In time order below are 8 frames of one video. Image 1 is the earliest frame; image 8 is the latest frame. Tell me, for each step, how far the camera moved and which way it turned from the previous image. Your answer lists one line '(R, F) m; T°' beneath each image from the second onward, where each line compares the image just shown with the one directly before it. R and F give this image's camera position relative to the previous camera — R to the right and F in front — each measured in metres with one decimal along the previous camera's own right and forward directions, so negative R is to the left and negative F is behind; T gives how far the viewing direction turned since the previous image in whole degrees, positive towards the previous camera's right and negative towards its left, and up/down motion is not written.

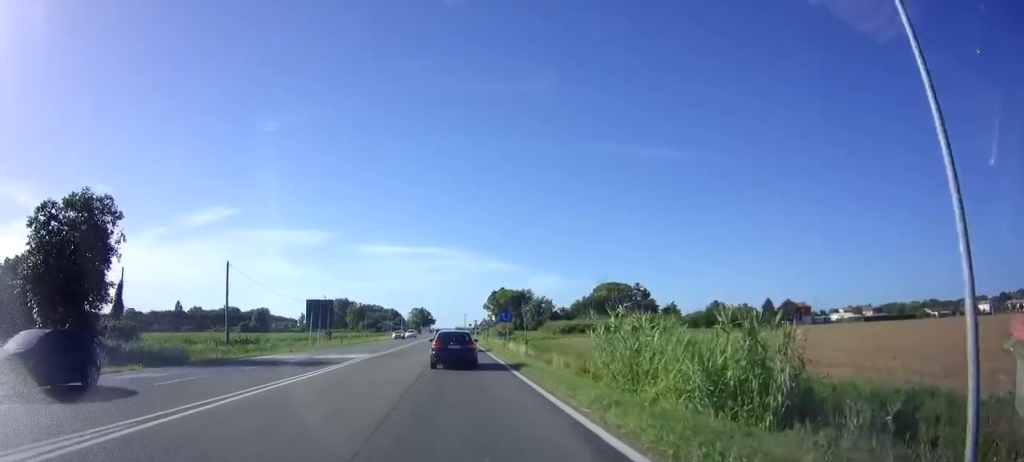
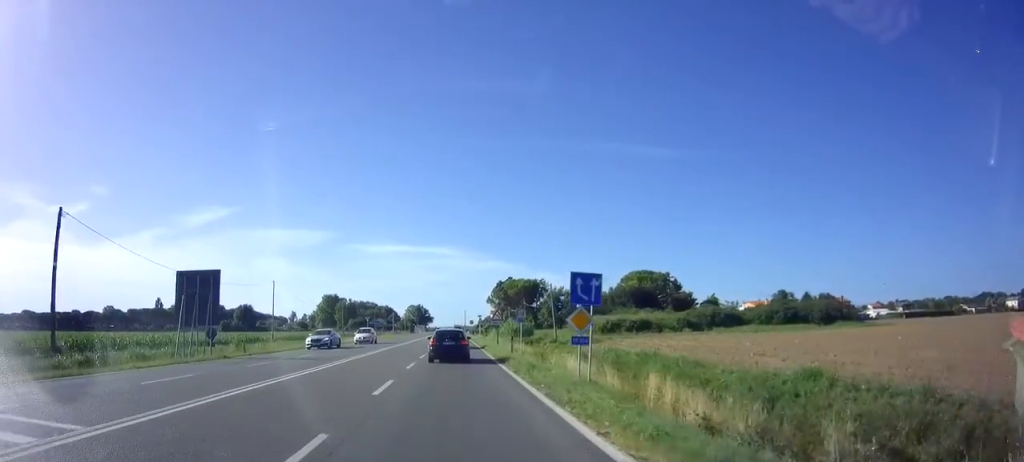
(0.0, +26.0) m; 0°
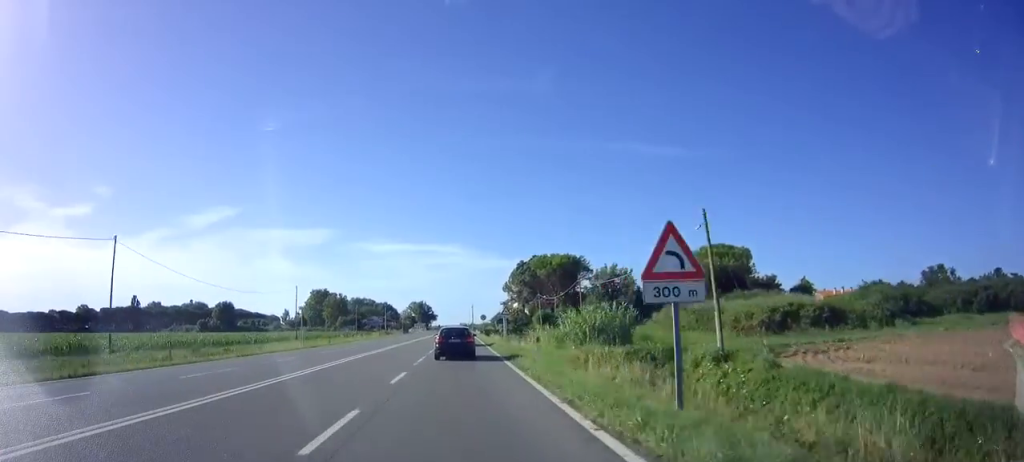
(+0.1, +34.4) m; 0°
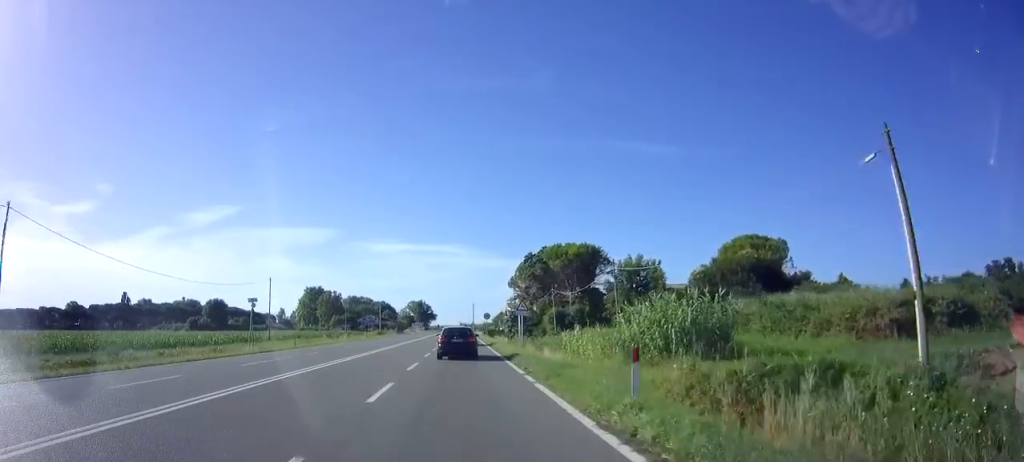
(-0.1, +11.4) m; 0°
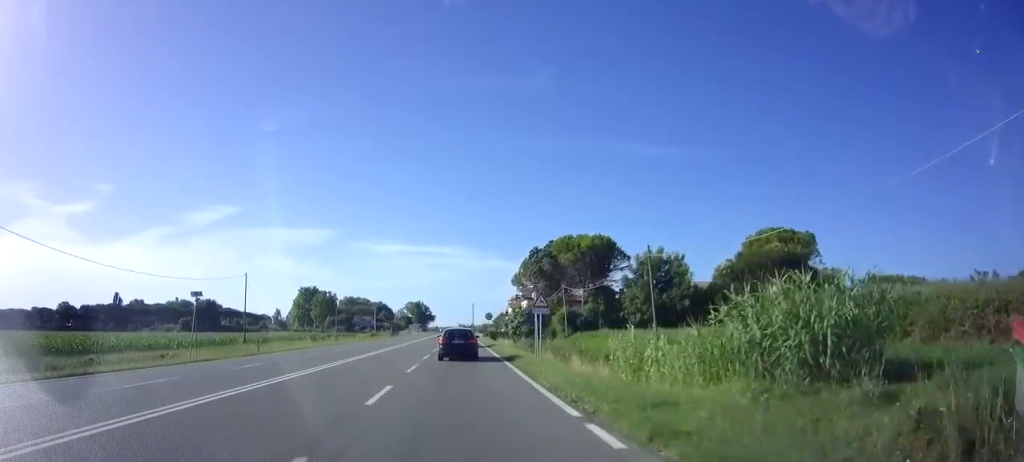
(+0.1, +7.4) m; 0°
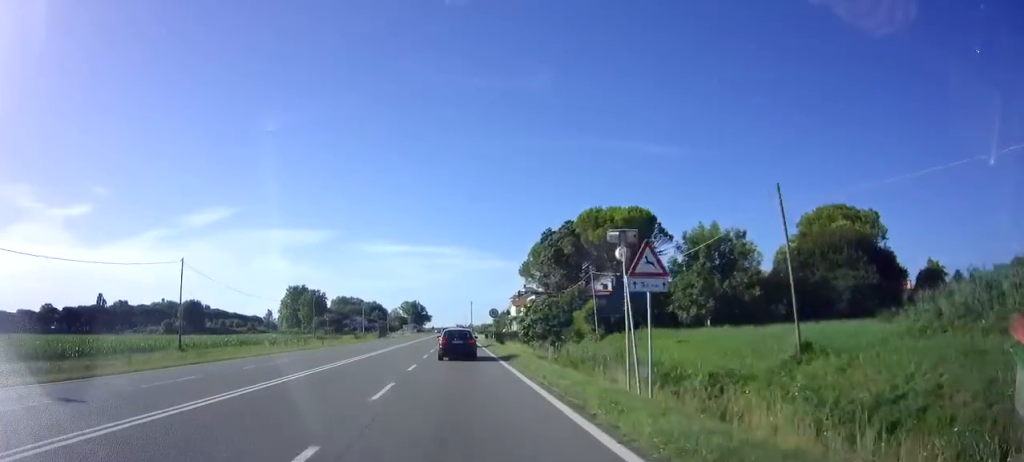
(0.0, +13.8) m; 0°
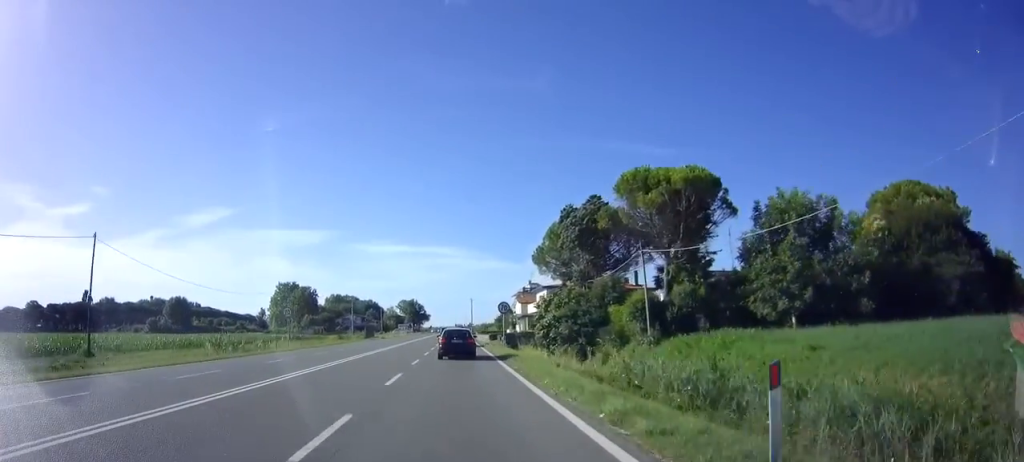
(0.0, +12.3) m; 0°
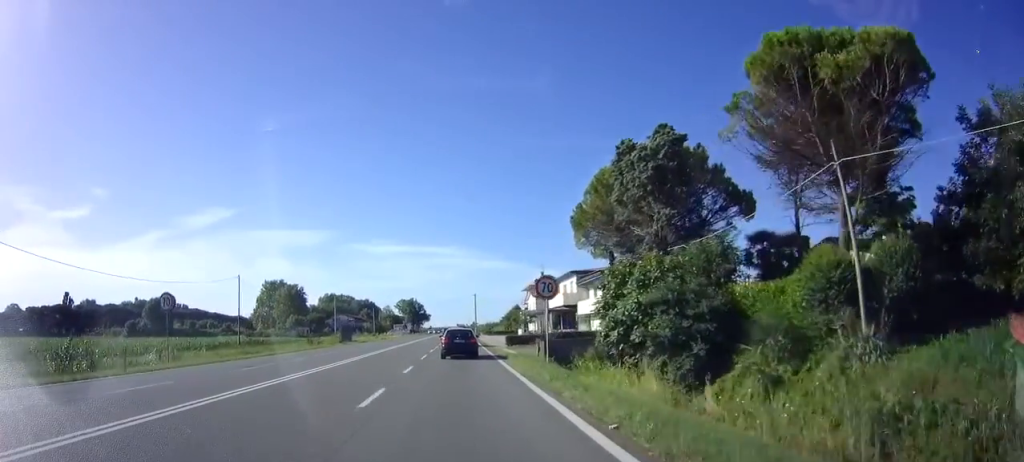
(0.0, +18.1) m; 0°
